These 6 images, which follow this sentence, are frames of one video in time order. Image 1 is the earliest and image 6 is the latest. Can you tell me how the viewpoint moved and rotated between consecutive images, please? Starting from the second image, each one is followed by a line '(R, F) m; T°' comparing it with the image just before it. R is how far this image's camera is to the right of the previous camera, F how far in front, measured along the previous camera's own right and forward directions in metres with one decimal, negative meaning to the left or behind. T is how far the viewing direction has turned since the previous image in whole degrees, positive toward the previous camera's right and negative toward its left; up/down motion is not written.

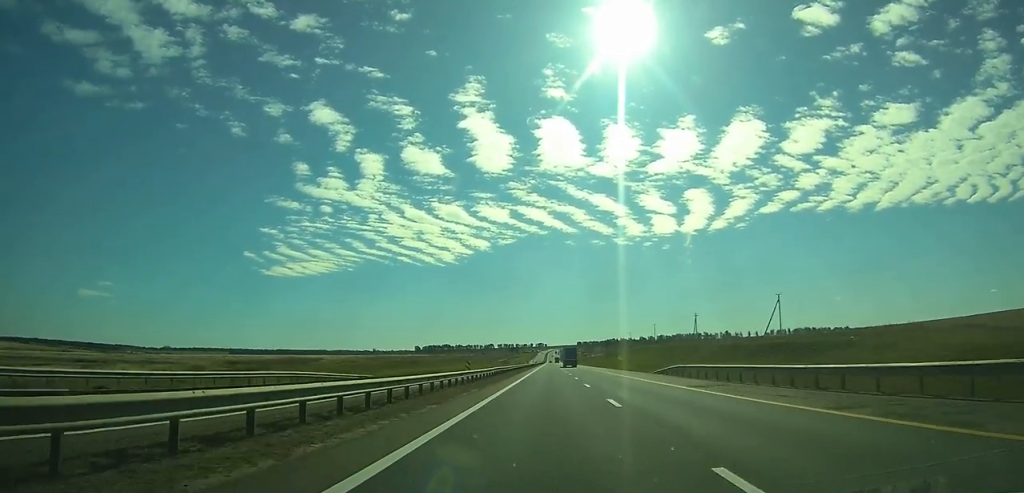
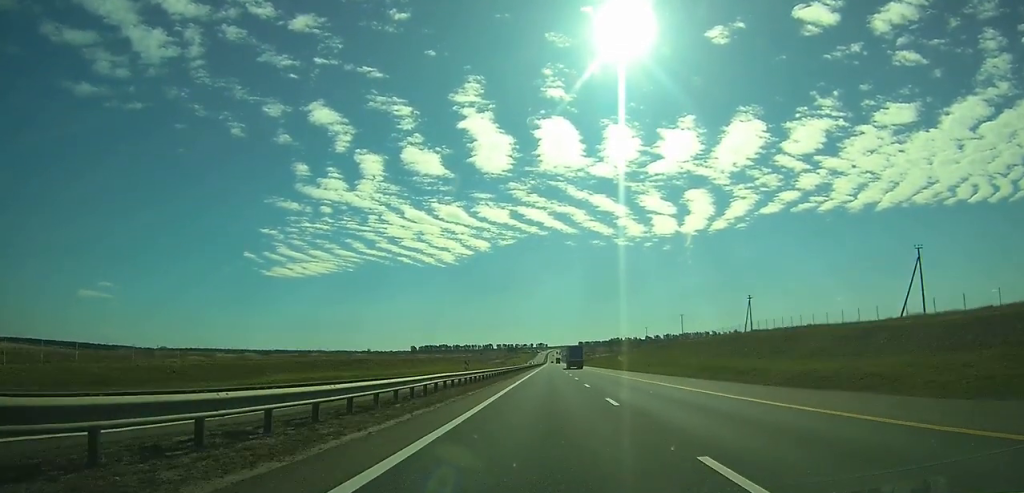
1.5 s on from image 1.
(0.0, +47.0) m; 0°
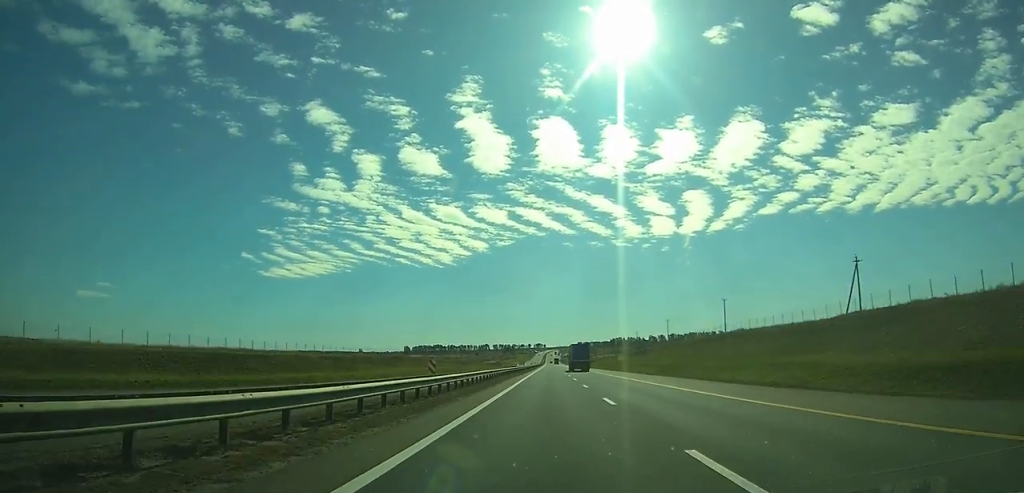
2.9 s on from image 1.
(0.0, +47.0) m; 0°
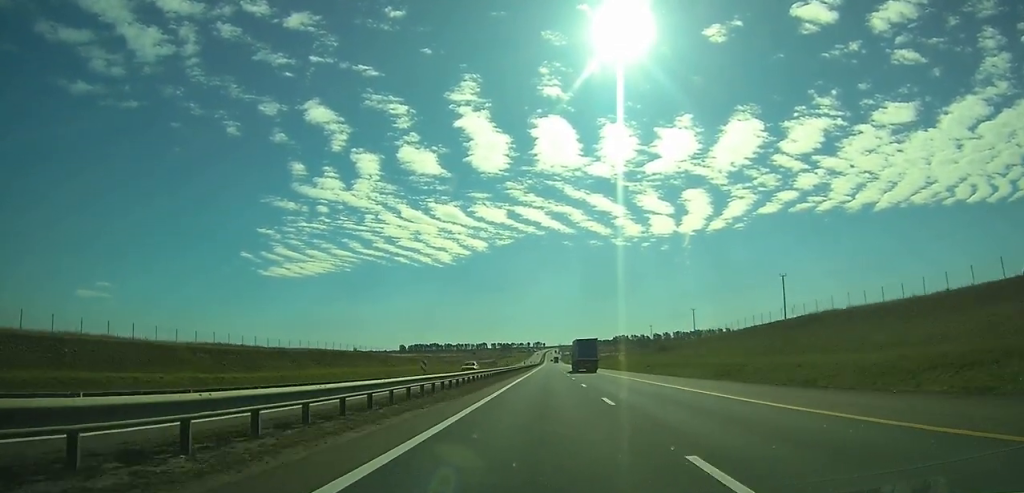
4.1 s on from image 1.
(-0.1, +36.5) m; 0°
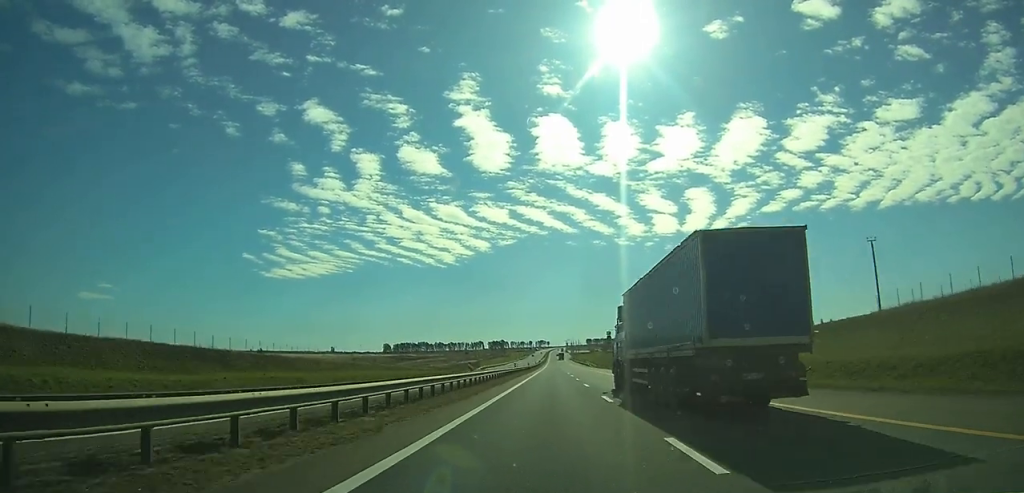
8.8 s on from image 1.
(+0.4, +153.4) m; 0°
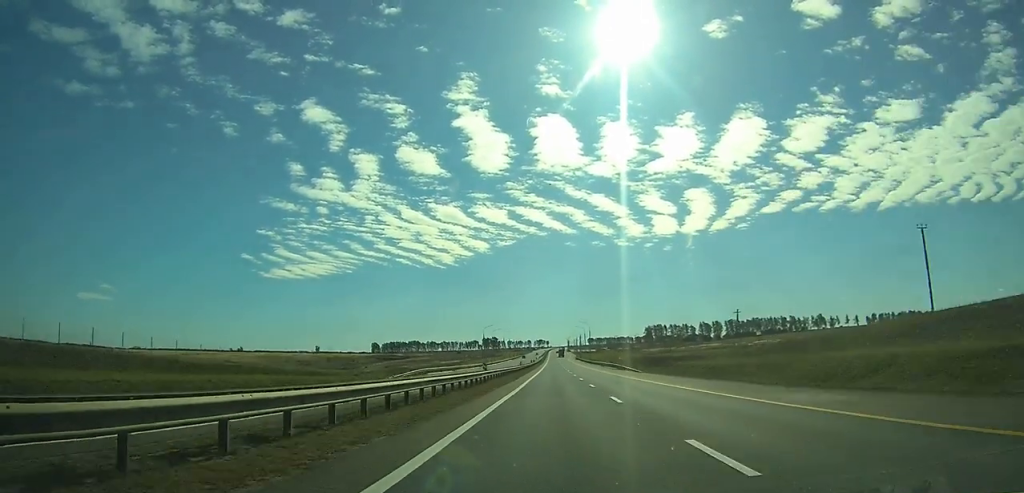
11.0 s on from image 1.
(-0.2, +71.9) m; 0°
